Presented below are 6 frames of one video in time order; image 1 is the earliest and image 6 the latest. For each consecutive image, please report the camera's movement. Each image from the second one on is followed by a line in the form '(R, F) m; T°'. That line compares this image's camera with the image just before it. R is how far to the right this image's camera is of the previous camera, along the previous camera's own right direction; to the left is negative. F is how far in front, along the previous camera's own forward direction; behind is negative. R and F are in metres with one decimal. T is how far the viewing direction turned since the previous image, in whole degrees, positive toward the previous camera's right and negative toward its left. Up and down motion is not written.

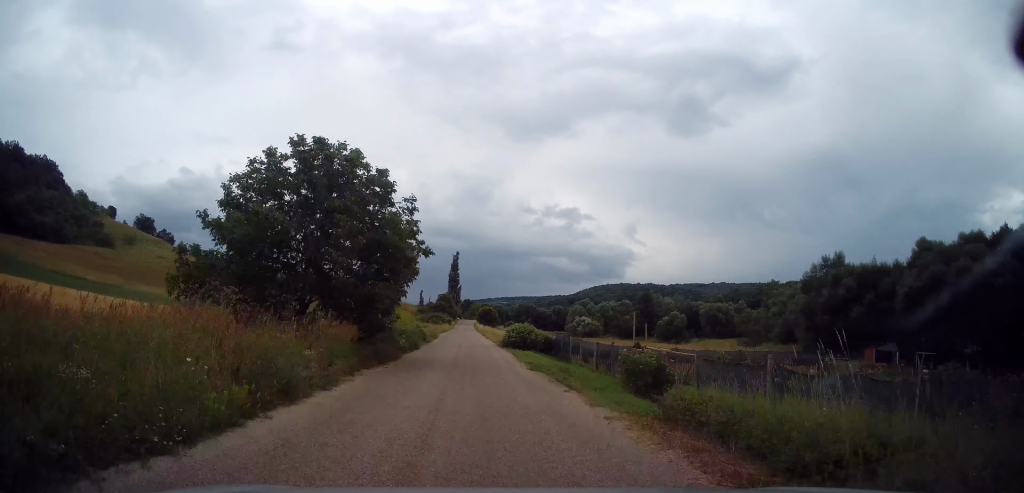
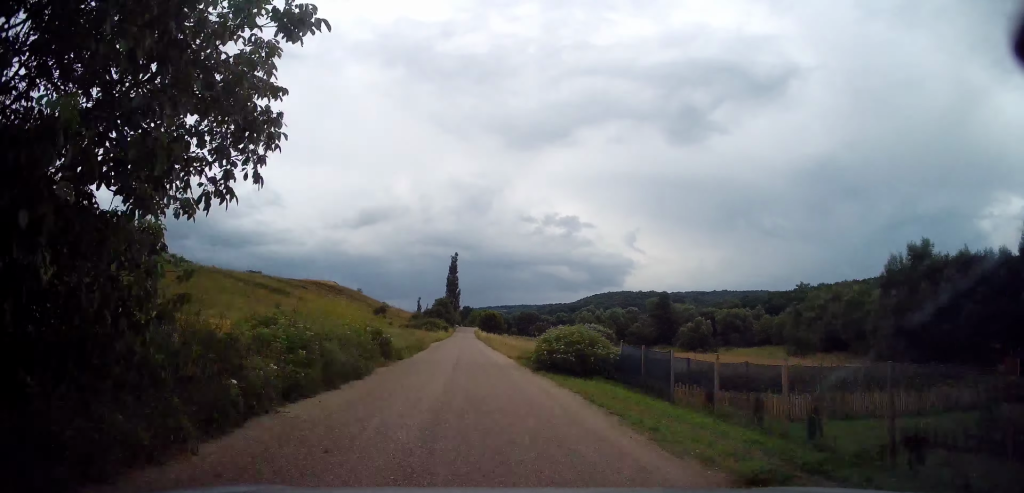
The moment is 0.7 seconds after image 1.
(+0.3, +15.7) m; +1°
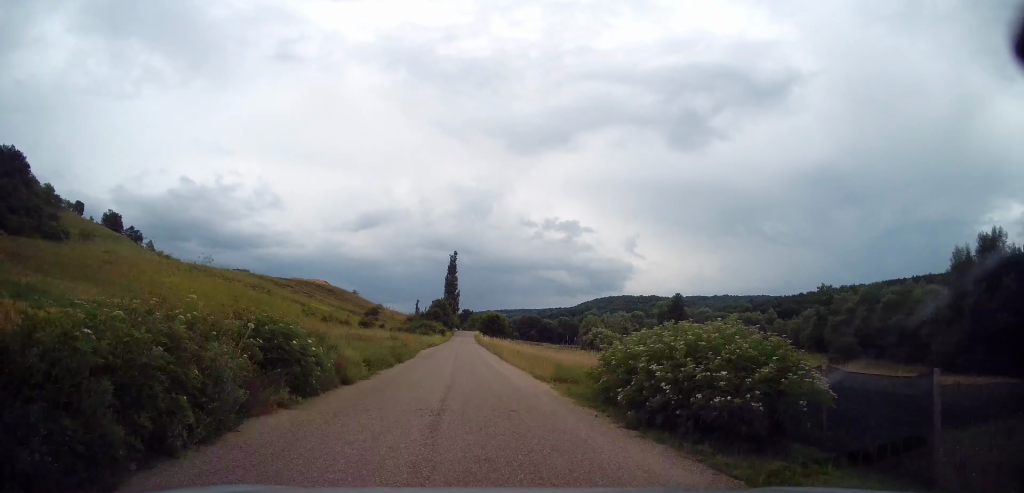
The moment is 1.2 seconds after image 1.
(+0.1, +10.0) m; 0°
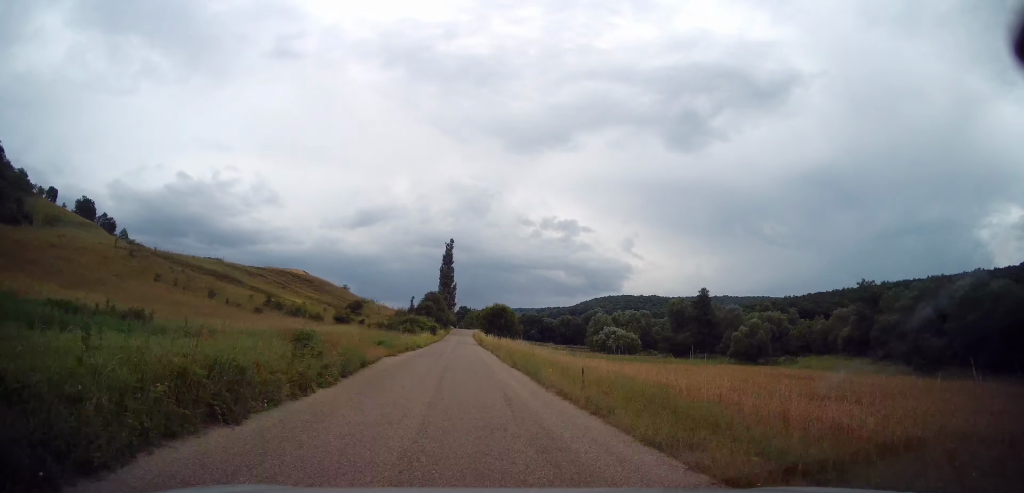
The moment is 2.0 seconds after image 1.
(+0.1, +17.3) m; 0°
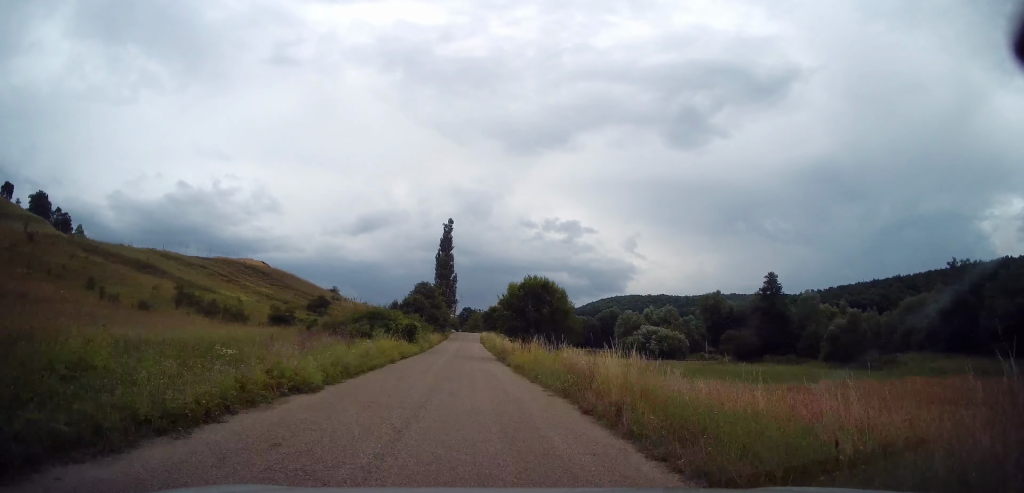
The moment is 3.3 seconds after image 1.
(-0.3, +28.2) m; 0°
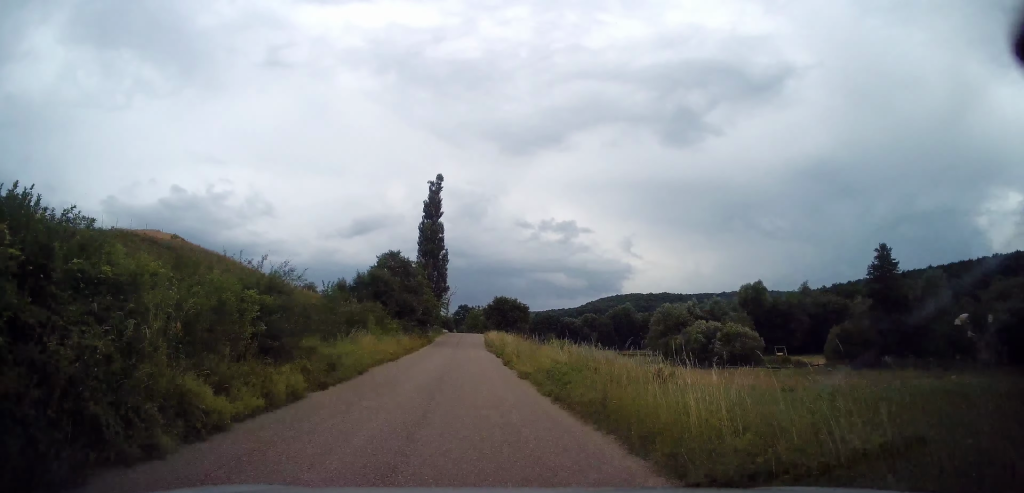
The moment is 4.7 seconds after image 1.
(+0.2, +31.0) m; +1°
